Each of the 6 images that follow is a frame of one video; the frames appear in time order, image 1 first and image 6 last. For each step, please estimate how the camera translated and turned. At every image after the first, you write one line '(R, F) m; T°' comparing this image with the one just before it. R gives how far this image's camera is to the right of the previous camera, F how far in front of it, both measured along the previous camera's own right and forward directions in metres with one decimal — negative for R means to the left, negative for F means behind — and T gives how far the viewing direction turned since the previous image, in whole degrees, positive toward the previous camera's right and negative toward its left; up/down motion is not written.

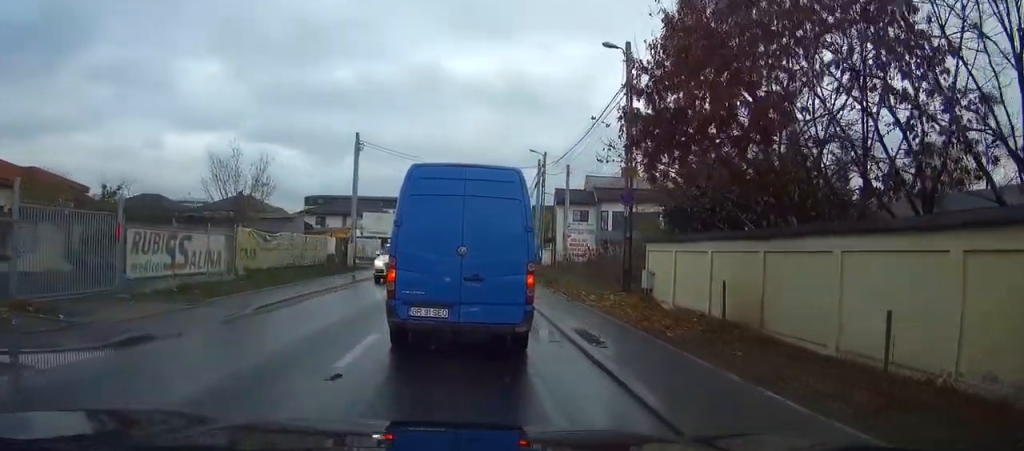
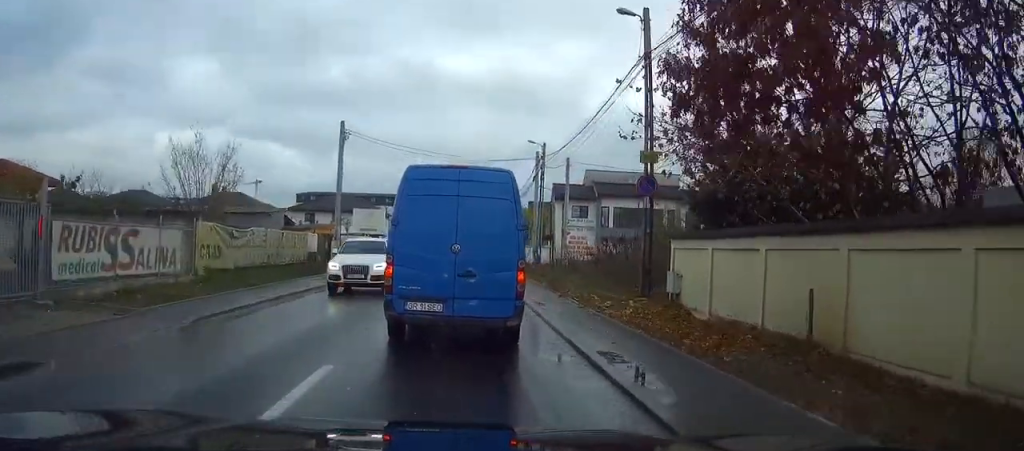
(0.0, +3.1) m; +2°
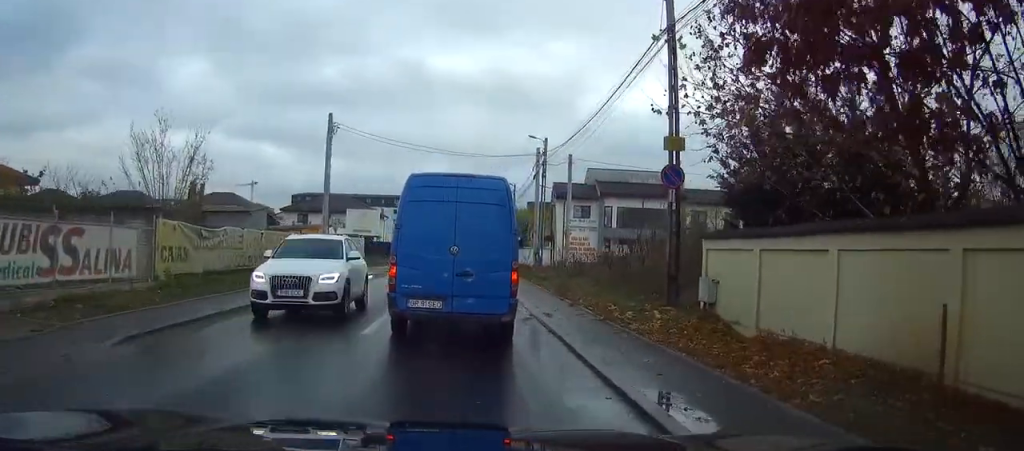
(0.0, +2.6) m; +2°
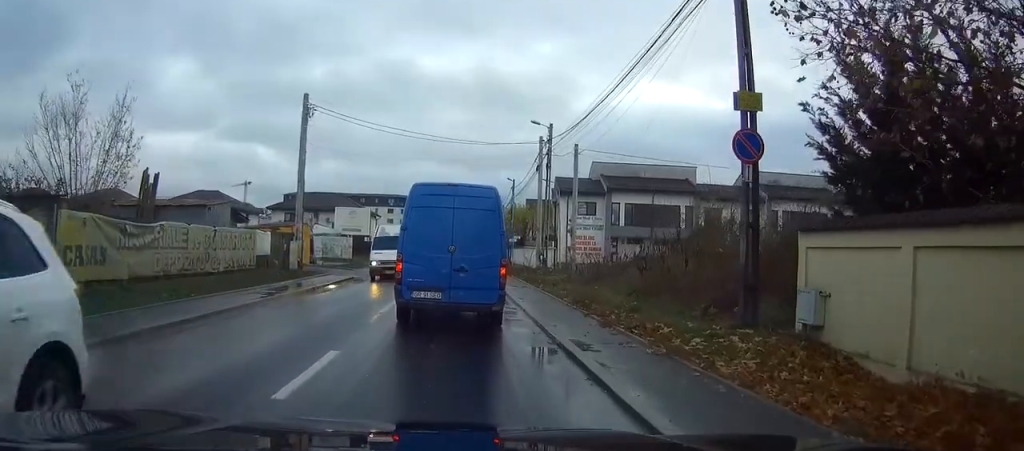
(+0.3, +4.5) m; +5°
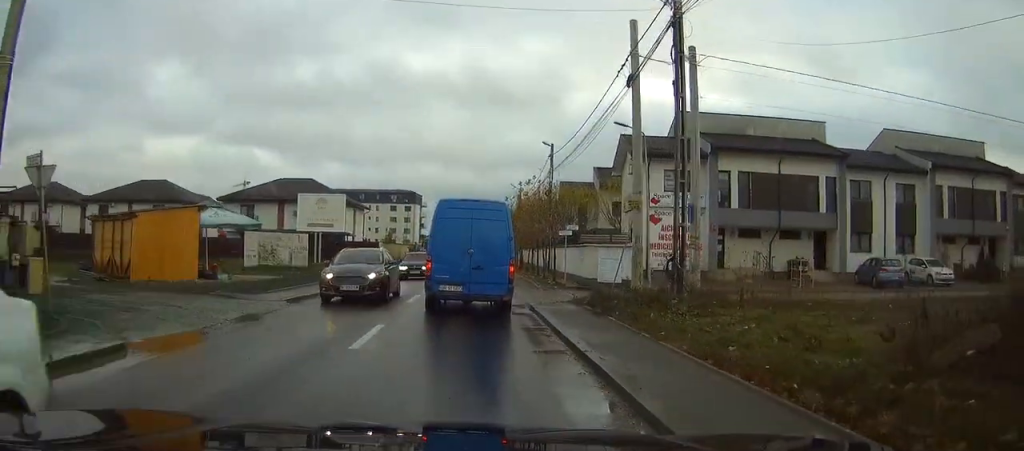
(-1.0, +22.4) m; -4°
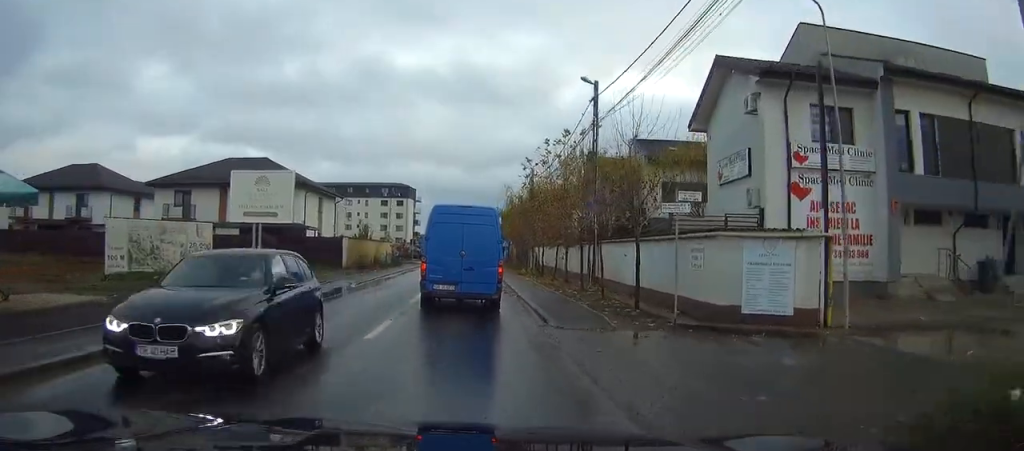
(-0.2, +16.5) m; 0°
